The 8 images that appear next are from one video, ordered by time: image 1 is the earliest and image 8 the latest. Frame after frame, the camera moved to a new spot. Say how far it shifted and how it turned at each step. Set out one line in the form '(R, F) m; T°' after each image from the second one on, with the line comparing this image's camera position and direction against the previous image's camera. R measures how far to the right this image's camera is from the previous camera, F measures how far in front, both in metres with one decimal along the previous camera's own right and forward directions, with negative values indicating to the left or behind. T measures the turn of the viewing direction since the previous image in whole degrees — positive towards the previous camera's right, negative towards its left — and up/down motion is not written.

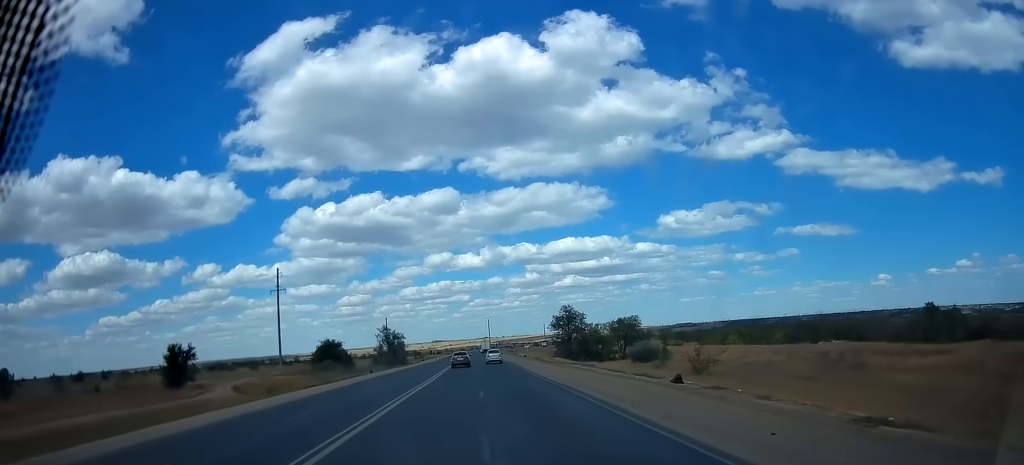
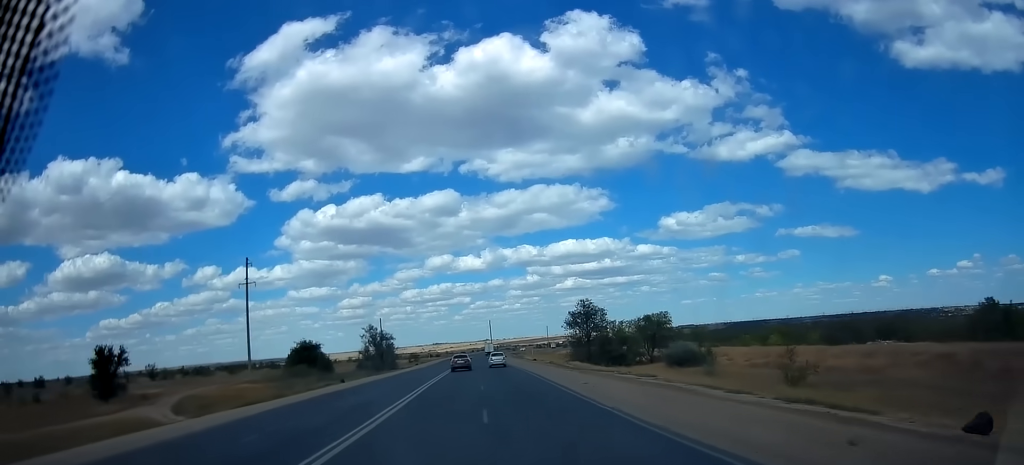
(-0.2, +18.3) m; 0°
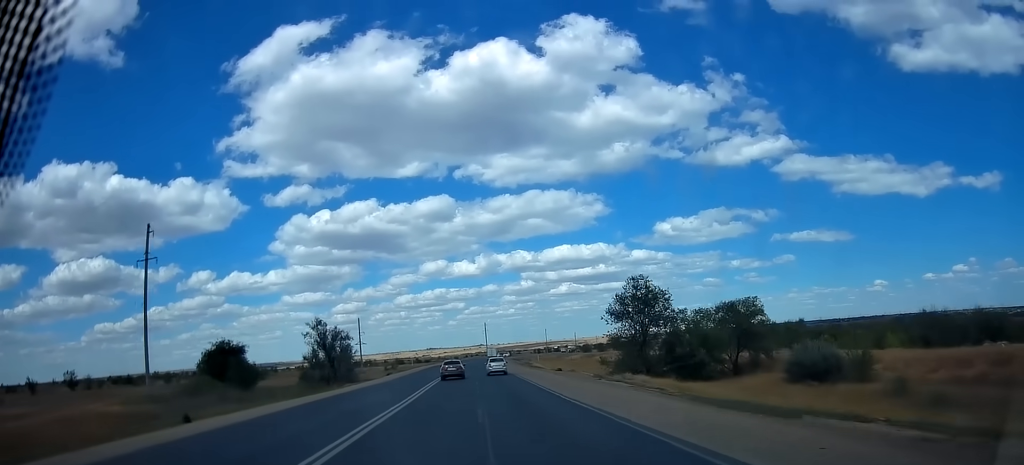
(+0.4, +34.8) m; +2°
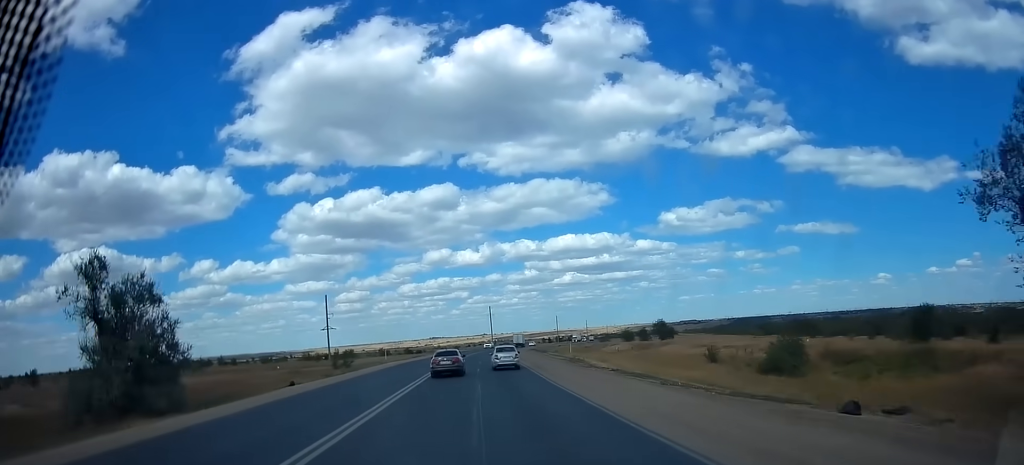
(-0.6, +51.3) m; -1°
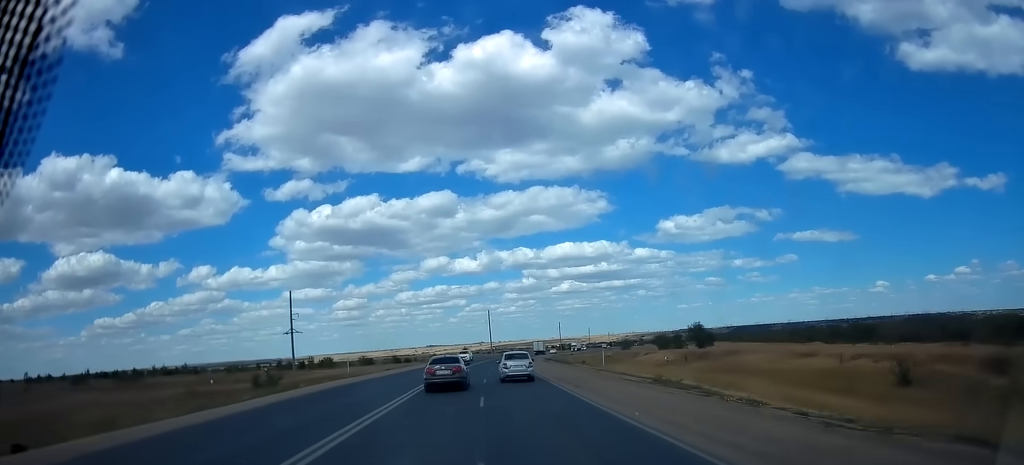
(+0.3, +30.0) m; +1°
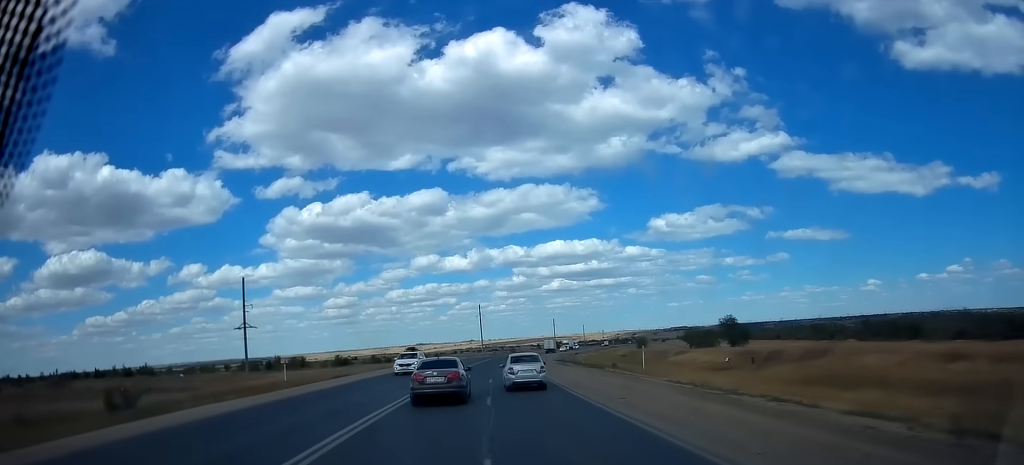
(+0.1, +23.4) m; +1°
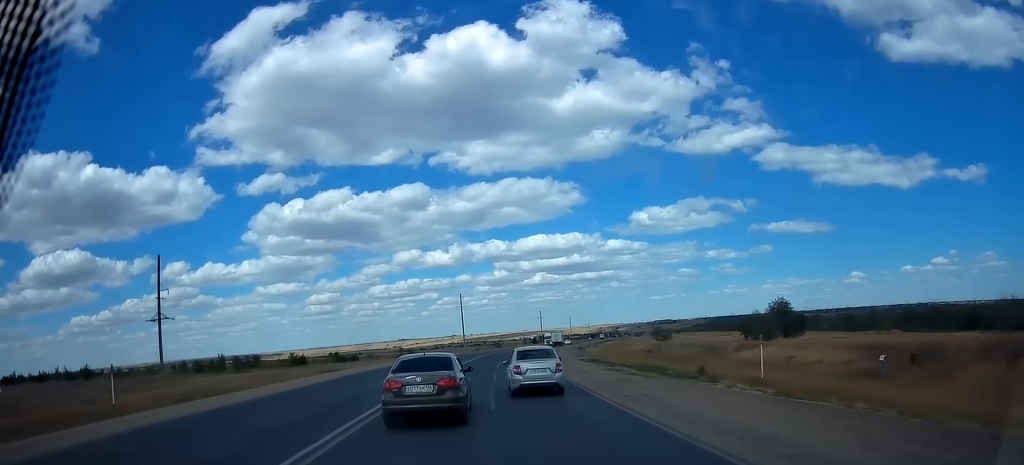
(+0.2, +27.3) m; +1°
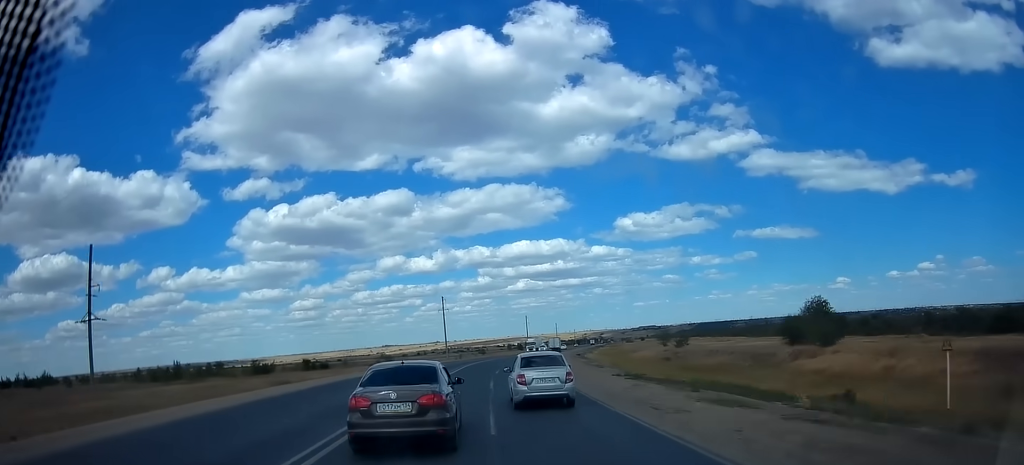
(+0.2, +15.3) m; +2°
